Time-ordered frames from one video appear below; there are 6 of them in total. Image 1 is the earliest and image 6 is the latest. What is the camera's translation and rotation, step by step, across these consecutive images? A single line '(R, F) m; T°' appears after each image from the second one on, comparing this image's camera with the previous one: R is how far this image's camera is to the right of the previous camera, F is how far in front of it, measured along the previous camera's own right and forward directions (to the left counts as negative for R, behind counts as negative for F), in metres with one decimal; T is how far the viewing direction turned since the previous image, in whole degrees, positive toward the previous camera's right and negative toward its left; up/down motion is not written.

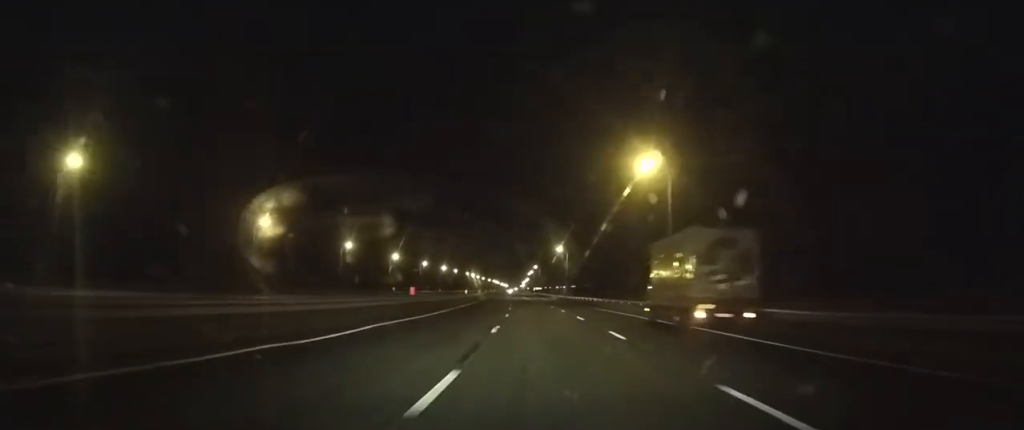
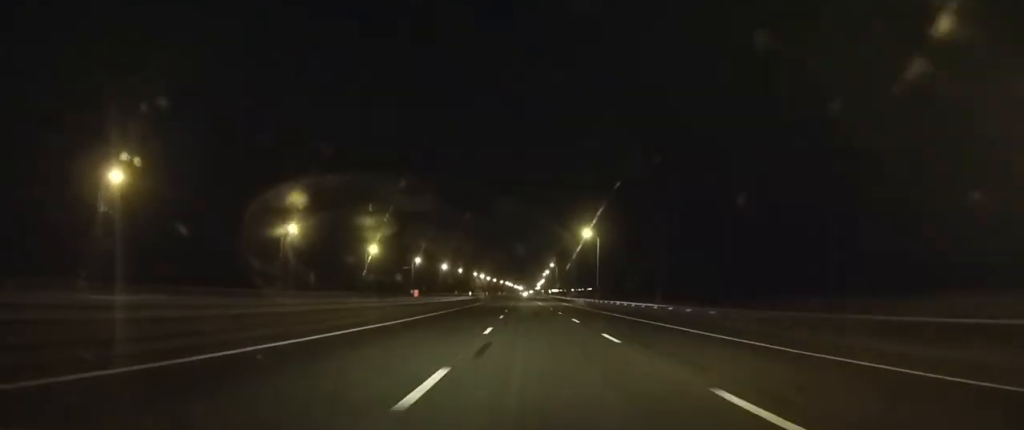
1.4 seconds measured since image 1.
(-0.7, +39.8) m; -1°
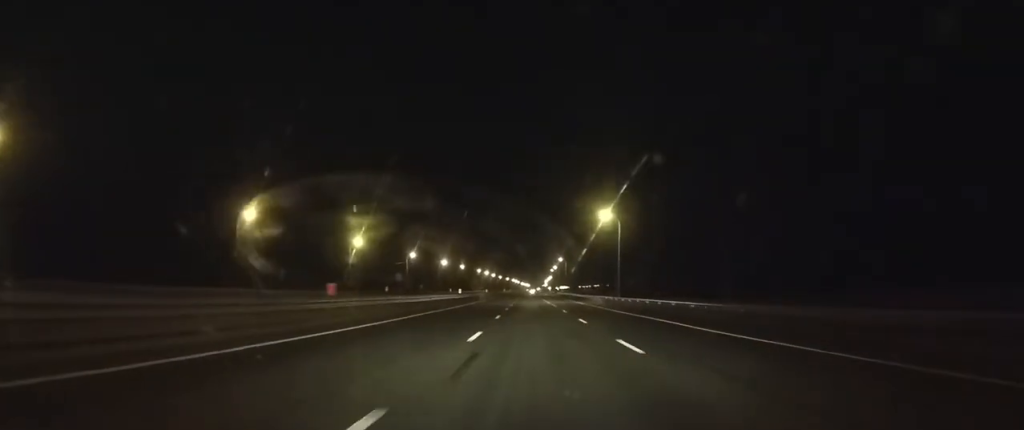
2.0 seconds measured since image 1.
(0.0, +17.0) m; 0°
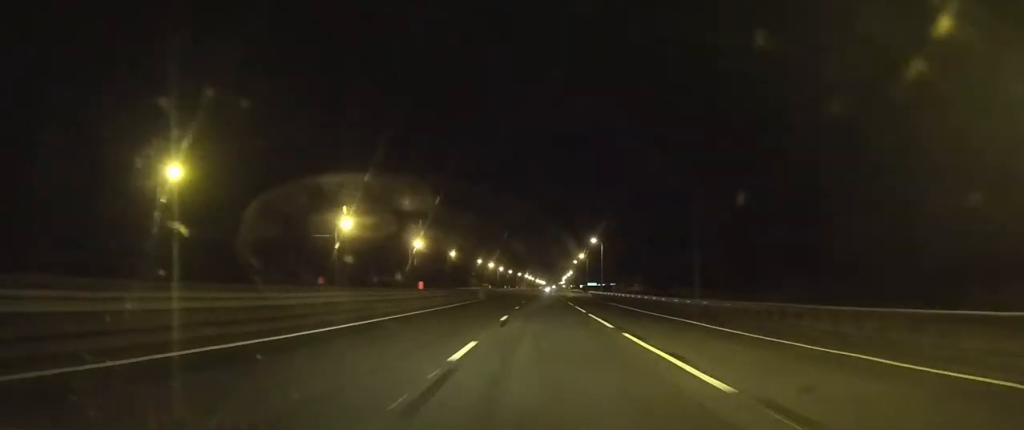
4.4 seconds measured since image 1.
(0.0, +65.8) m; 0°
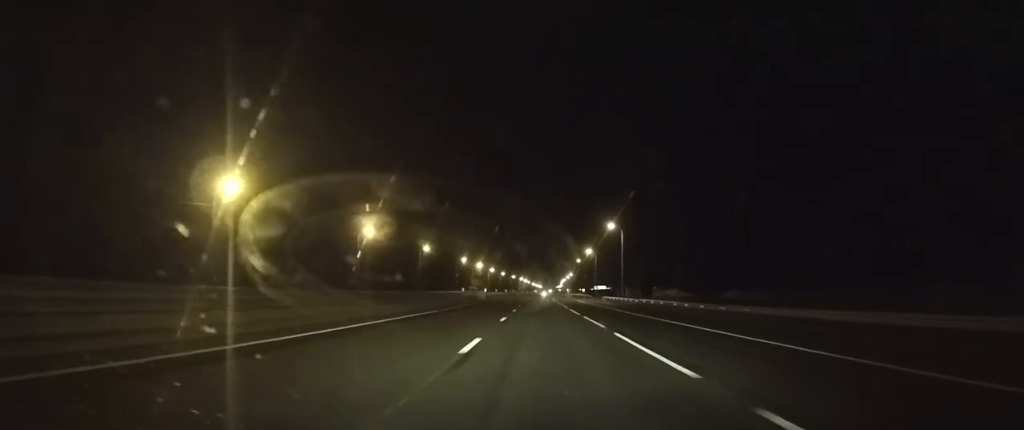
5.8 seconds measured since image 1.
(0.0, +33.0) m; 0°
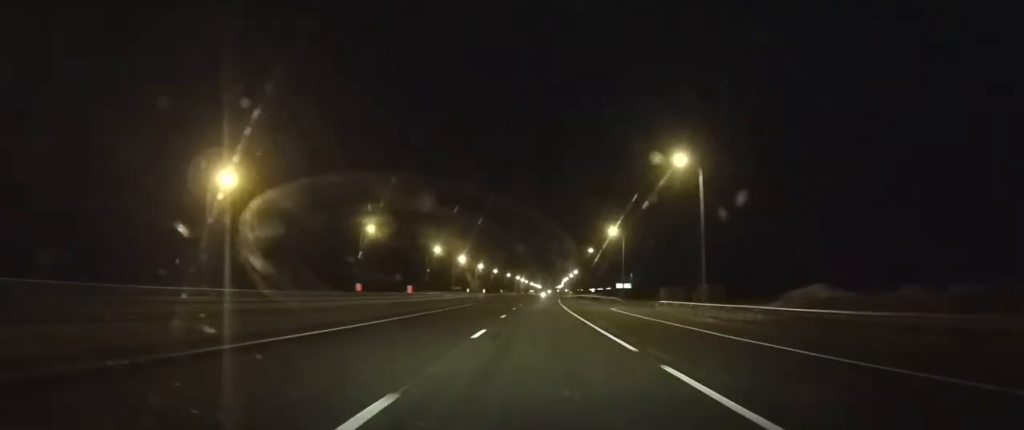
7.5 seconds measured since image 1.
(-0.2, +38.9) m; -1°
